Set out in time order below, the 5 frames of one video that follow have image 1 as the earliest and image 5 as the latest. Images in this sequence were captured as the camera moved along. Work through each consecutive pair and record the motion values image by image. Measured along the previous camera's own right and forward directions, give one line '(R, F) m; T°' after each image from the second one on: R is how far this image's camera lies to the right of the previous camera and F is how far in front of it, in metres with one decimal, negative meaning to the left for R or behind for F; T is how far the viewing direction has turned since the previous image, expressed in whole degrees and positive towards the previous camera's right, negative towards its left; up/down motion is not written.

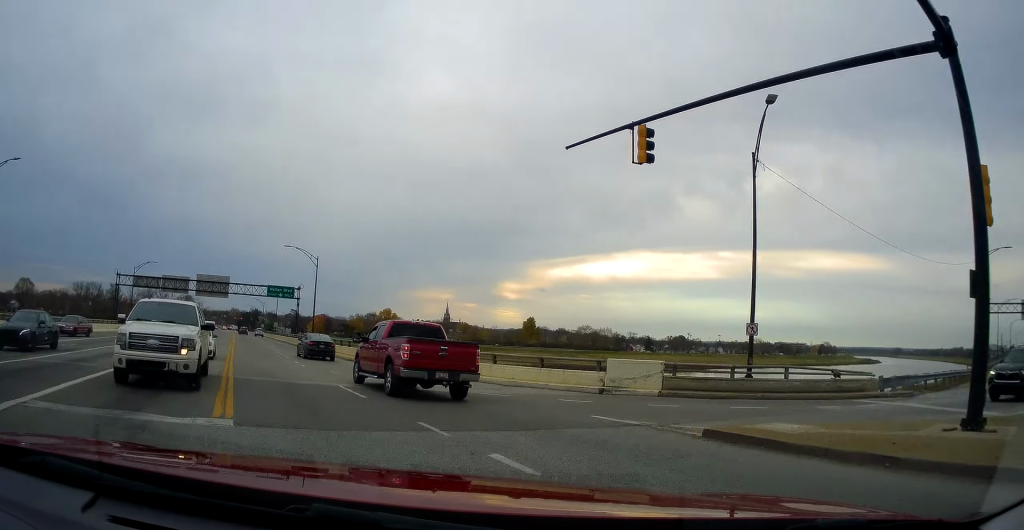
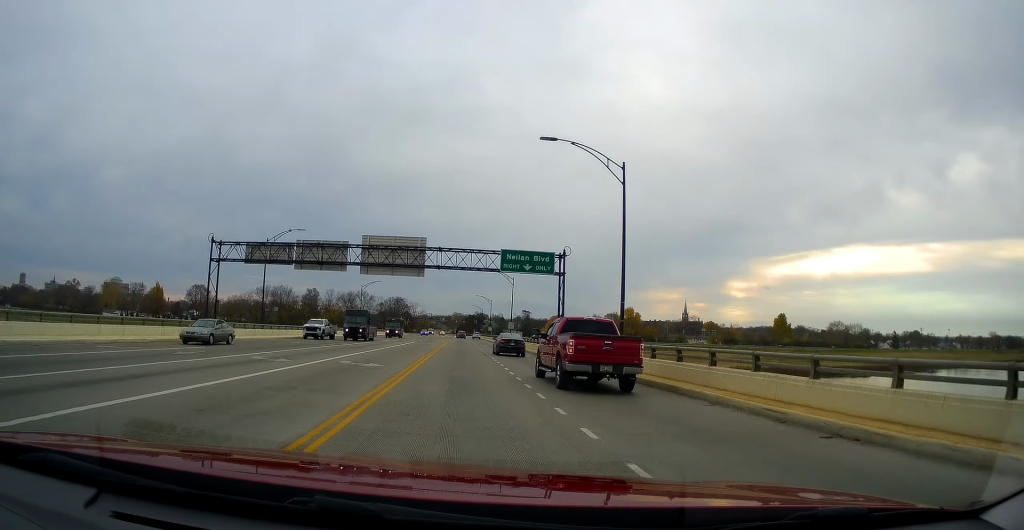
(-14.3, +27.8) m; -38°
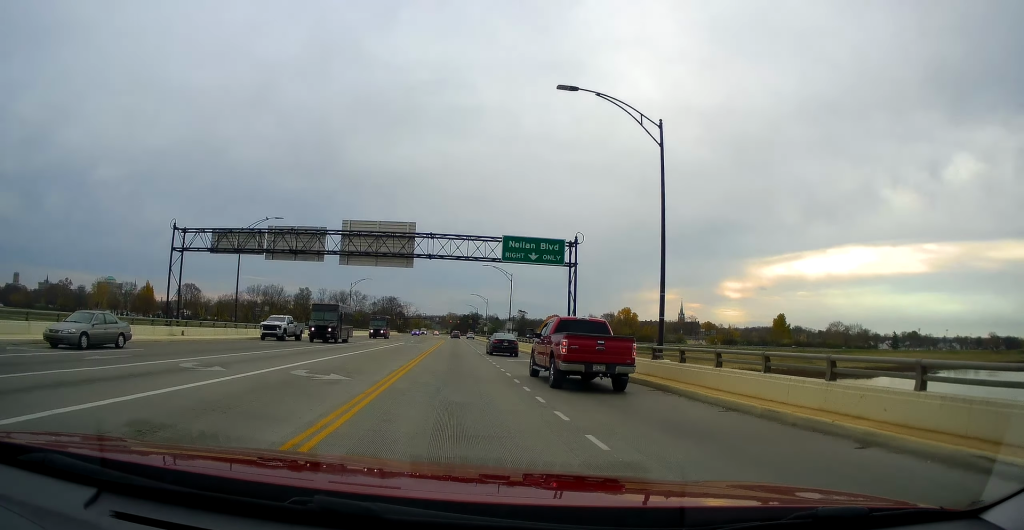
(-0.1, +5.5) m; -1°
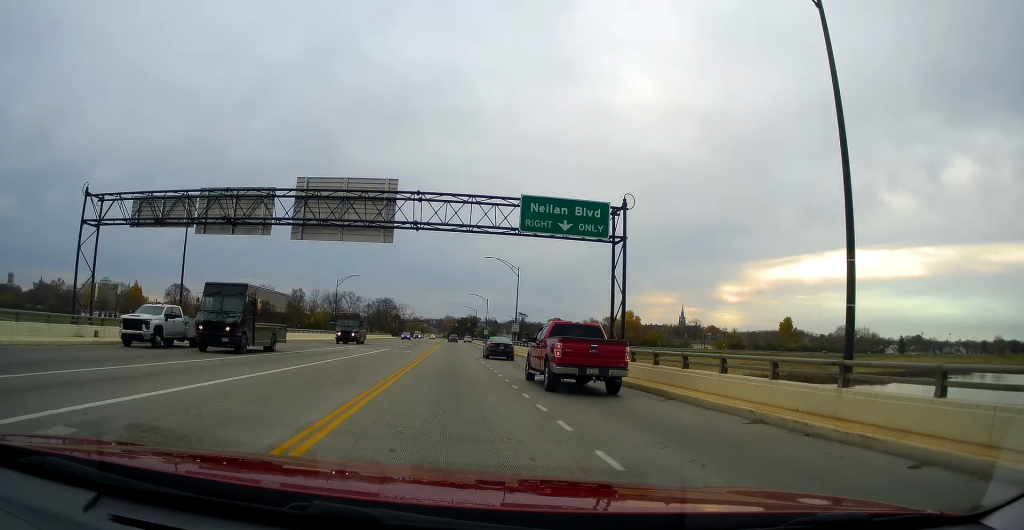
(0.0, +10.1) m; 0°
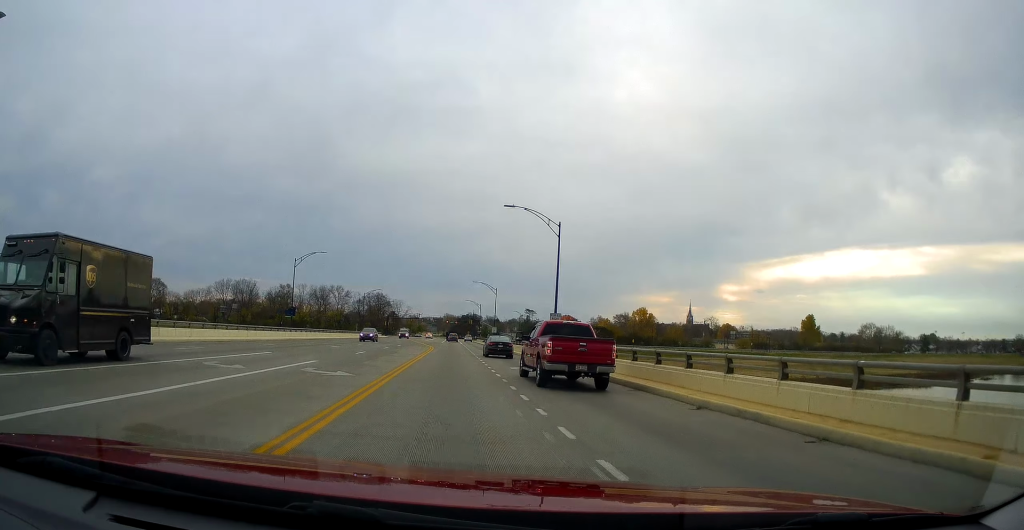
(+0.7, +25.6) m; +2°
